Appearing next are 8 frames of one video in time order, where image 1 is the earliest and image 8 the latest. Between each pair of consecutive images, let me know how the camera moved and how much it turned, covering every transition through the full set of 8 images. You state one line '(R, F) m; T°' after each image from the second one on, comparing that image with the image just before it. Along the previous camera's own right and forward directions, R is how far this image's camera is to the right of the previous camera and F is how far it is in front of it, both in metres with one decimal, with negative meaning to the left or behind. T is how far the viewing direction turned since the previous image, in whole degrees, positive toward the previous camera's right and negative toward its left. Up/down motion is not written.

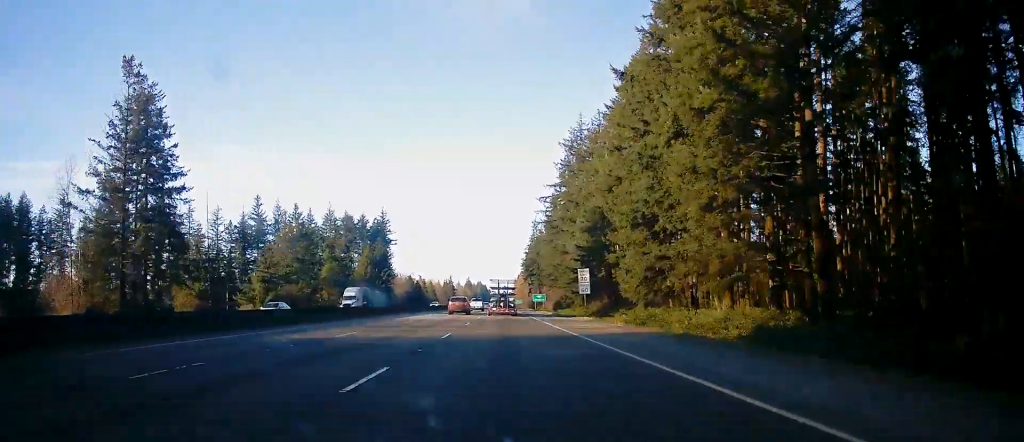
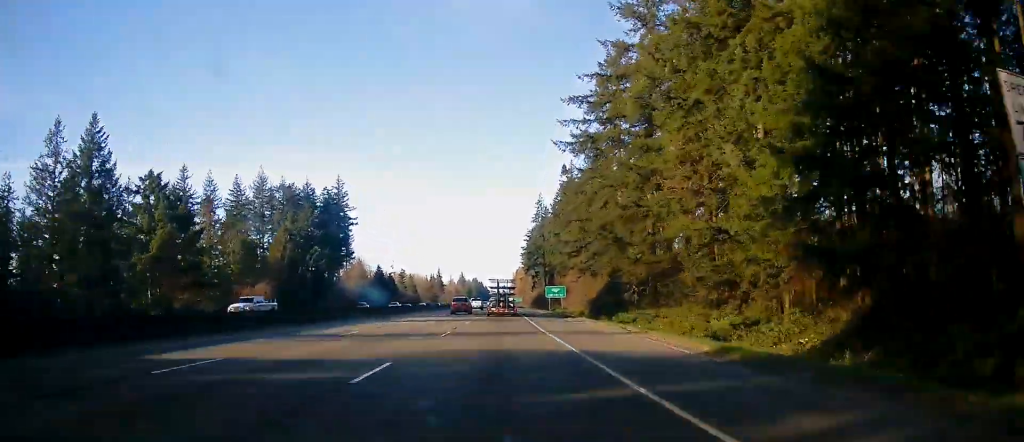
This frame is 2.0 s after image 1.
(+0.3, +59.7) m; 0°
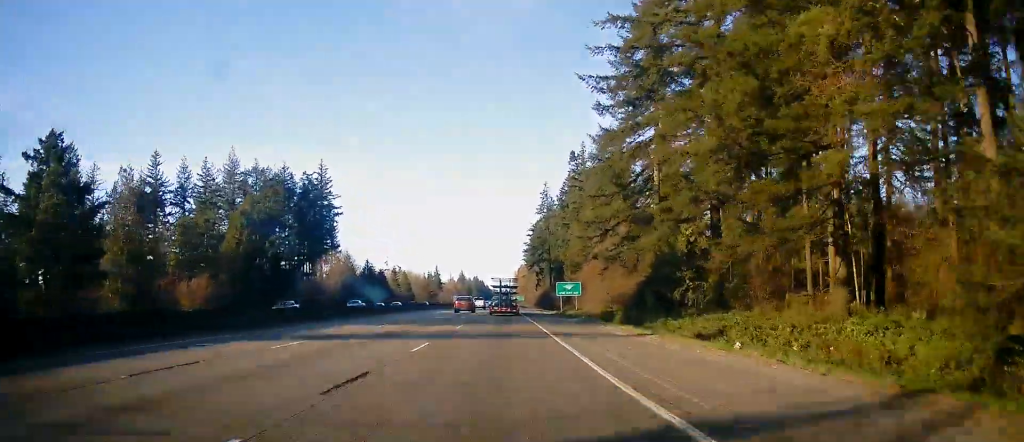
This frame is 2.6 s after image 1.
(0.0, +18.9) m; -1°
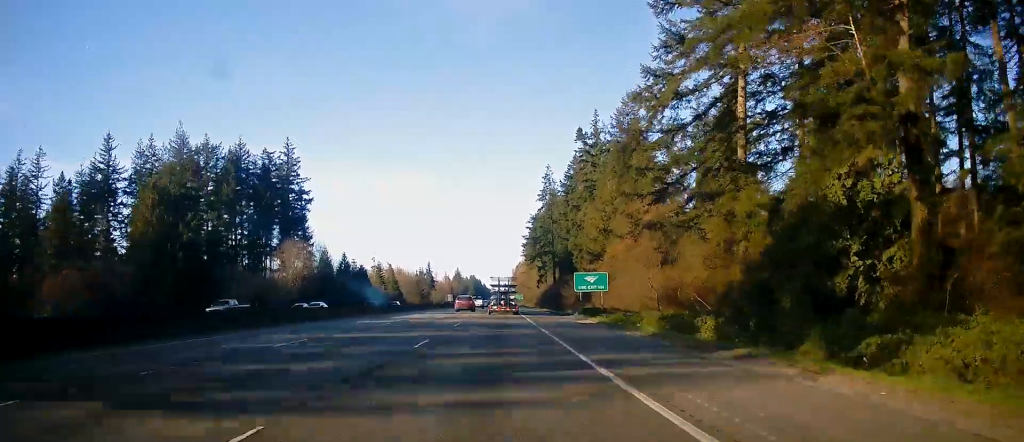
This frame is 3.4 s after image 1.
(-0.2, +23.8) m; 0°
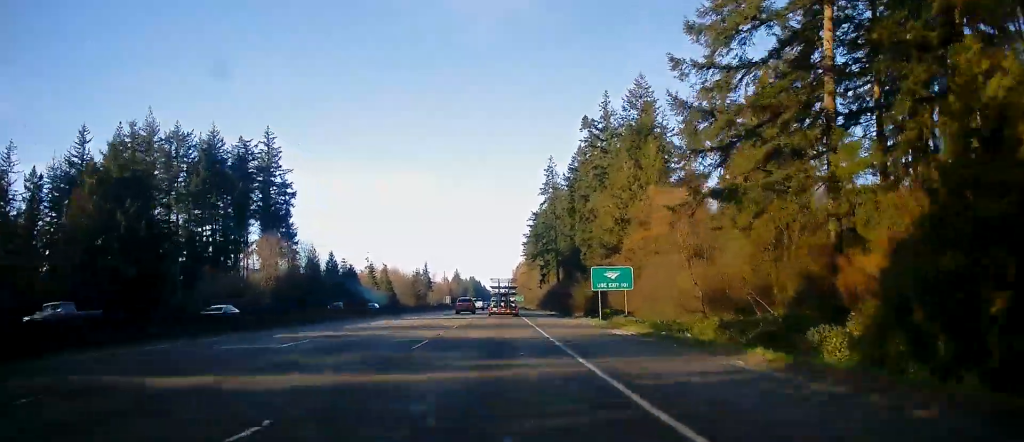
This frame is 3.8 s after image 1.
(-0.1, +11.9) m; 0°
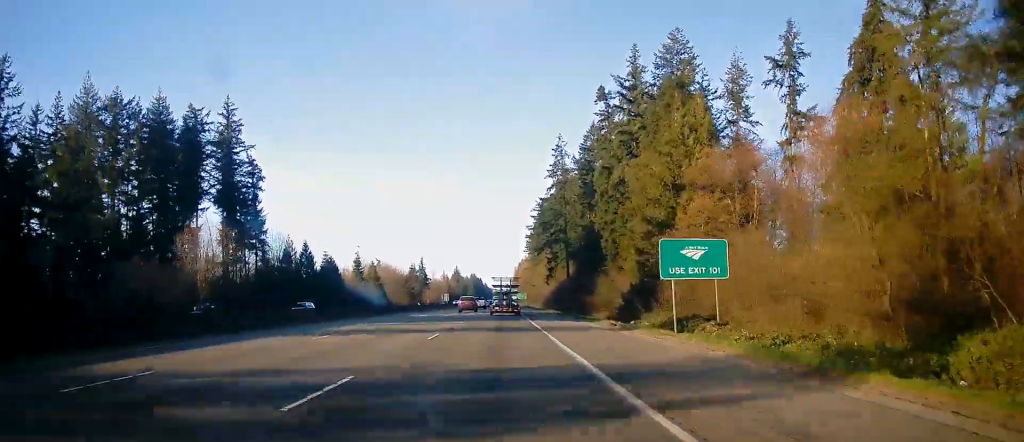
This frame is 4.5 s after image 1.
(+0.3, +20.8) m; 0°
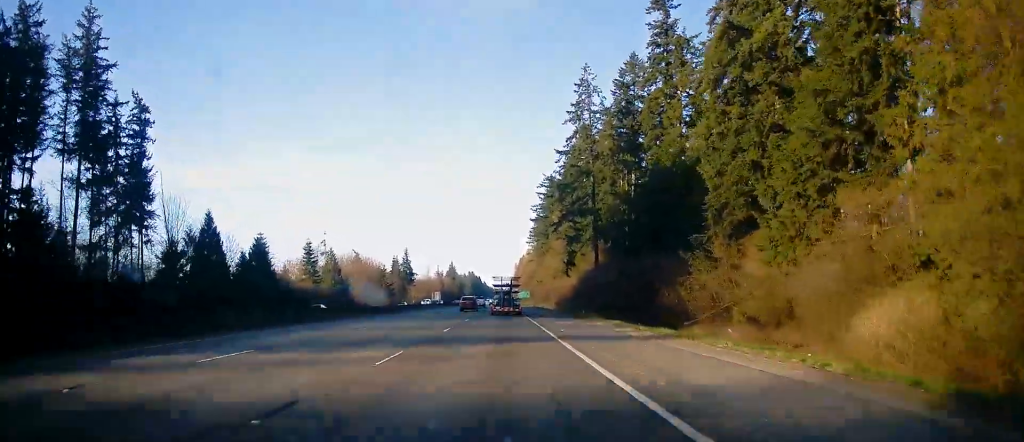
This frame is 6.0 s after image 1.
(-0.2, +44.2) m; 0°
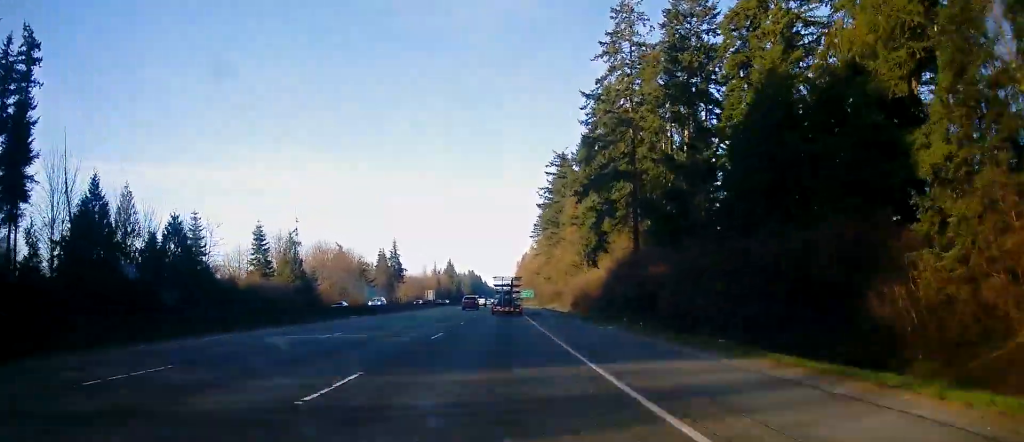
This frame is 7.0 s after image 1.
(+0.2, +28.2) m; 0°
